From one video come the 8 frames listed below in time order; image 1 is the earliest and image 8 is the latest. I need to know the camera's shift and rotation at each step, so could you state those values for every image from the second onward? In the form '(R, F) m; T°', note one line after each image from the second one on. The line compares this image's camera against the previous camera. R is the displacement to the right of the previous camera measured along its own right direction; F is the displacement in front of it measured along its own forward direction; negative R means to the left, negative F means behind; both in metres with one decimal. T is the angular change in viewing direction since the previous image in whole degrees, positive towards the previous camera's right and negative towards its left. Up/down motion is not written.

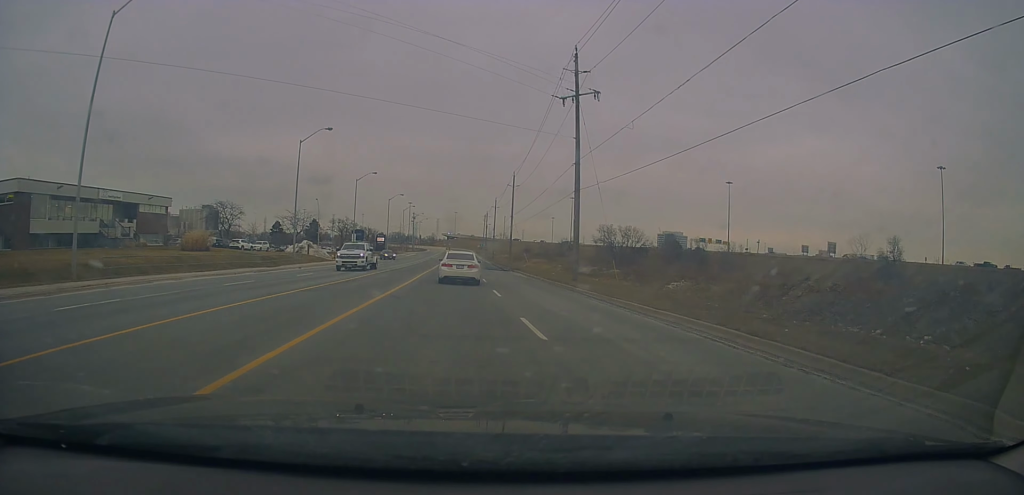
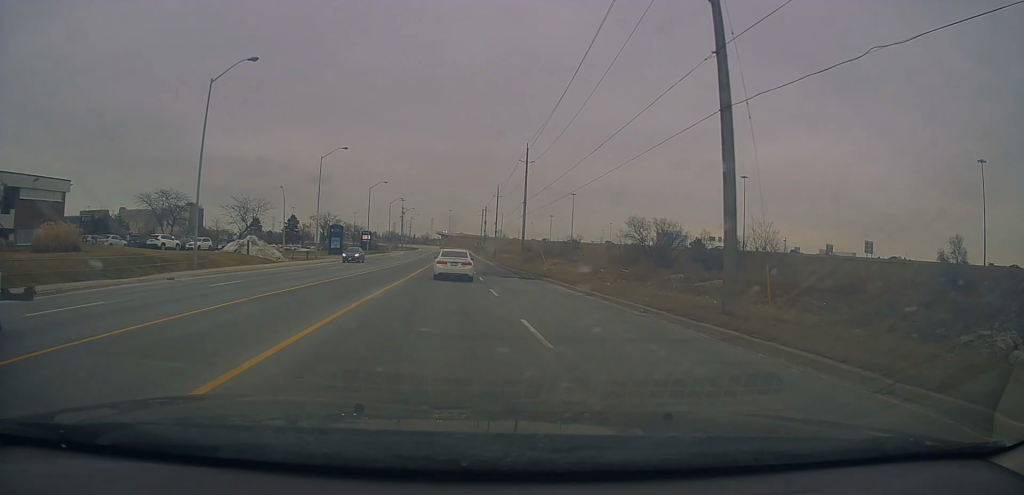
(+0.1, +21.1) m; +2°
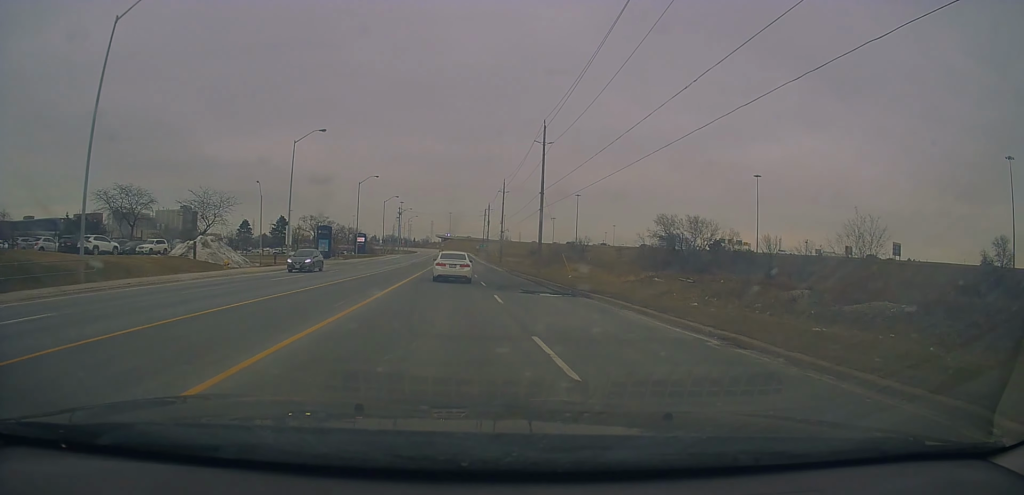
(+0.3, +11.8) m; 0°
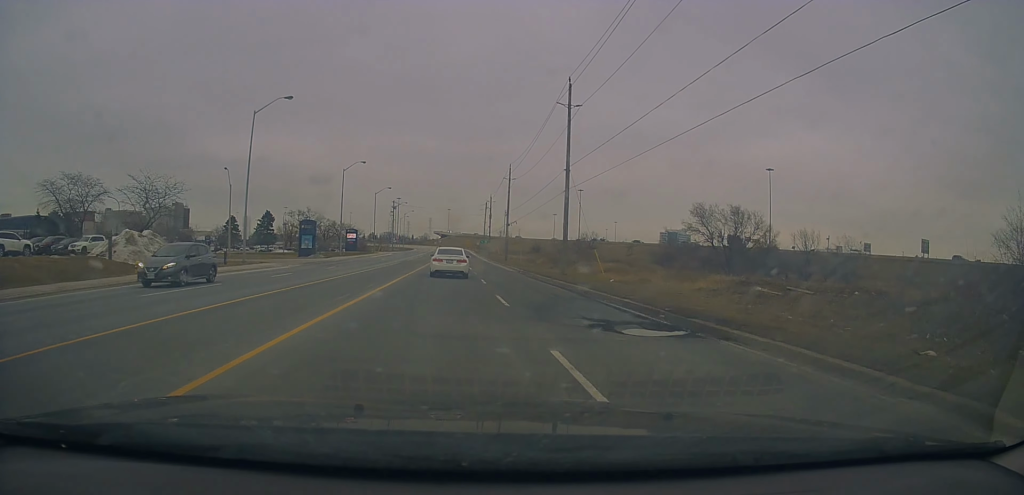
(-0.1, +11.4) m; 0°
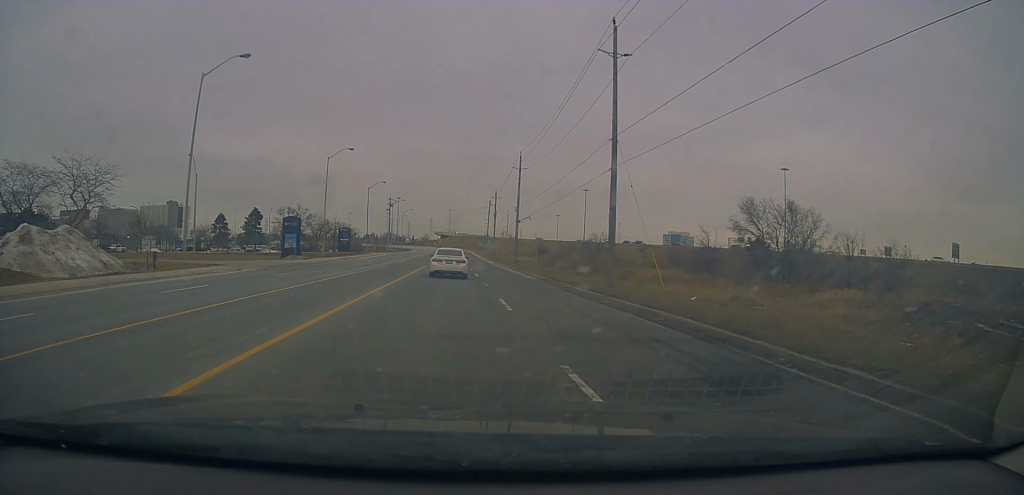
(-0.2, +10.6) m; 0°
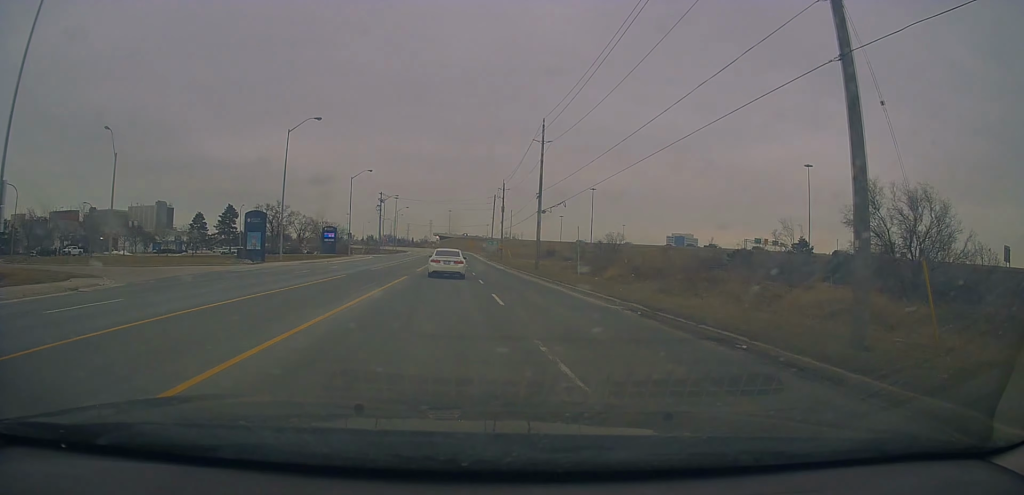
(+0.3, +16.5) m; +1°
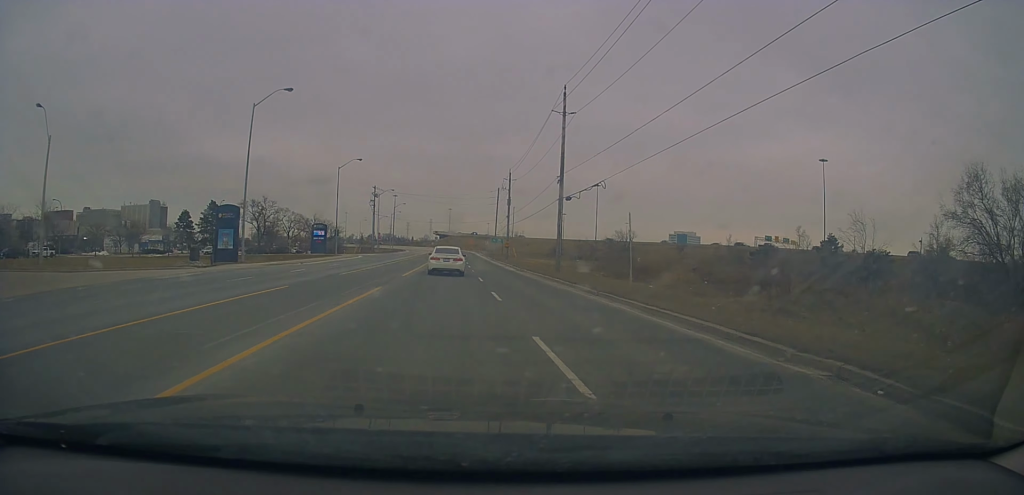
(-0.1, +10.2) m; 0°
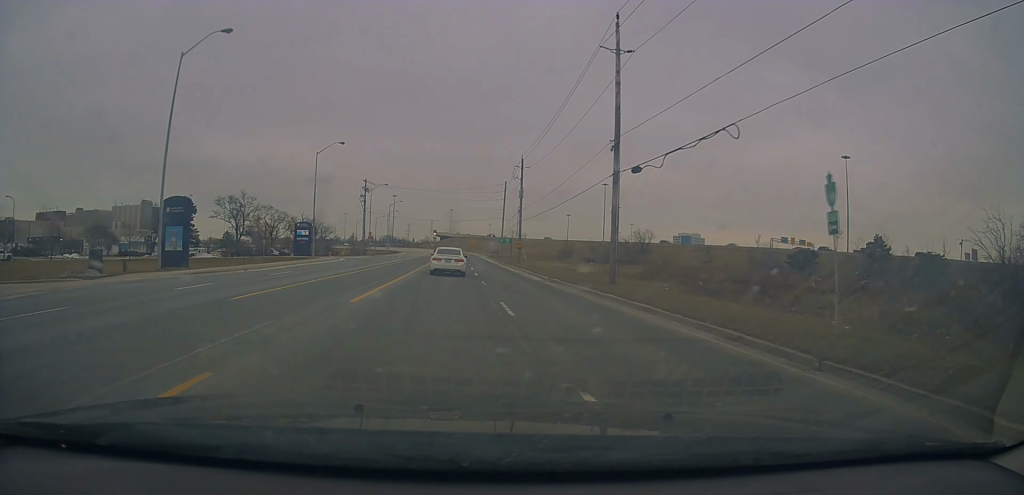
(+0.1, +13.0) m; 0°
